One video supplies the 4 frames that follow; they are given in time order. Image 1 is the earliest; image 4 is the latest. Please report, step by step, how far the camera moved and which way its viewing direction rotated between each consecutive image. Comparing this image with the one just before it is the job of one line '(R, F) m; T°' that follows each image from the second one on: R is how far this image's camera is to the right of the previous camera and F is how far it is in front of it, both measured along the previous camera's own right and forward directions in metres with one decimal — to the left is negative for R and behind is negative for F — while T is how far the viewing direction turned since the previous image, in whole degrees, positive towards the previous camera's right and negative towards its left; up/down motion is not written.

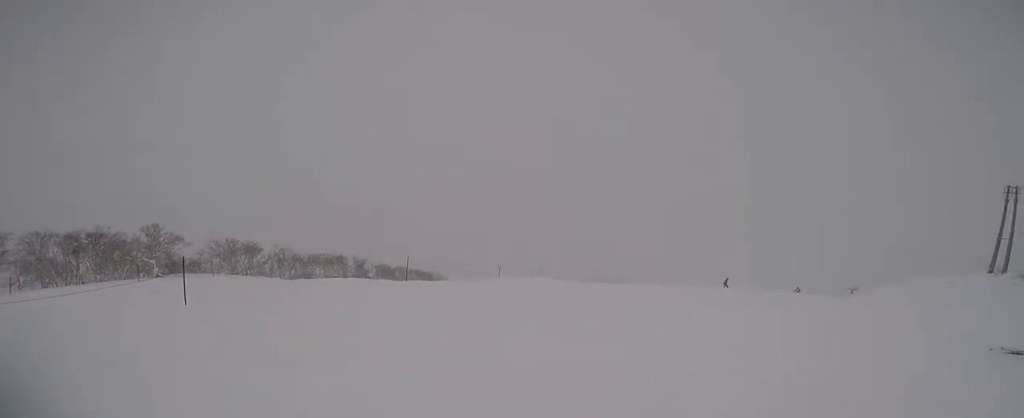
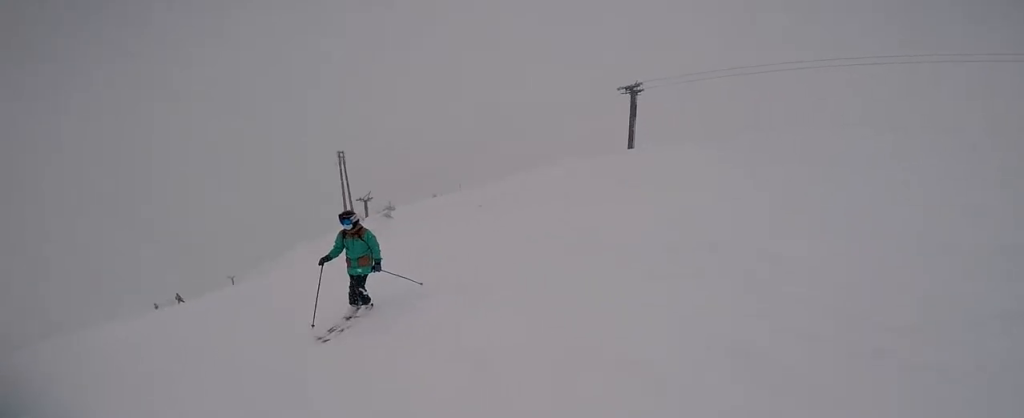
(+1.8, +4.9) m; +44°
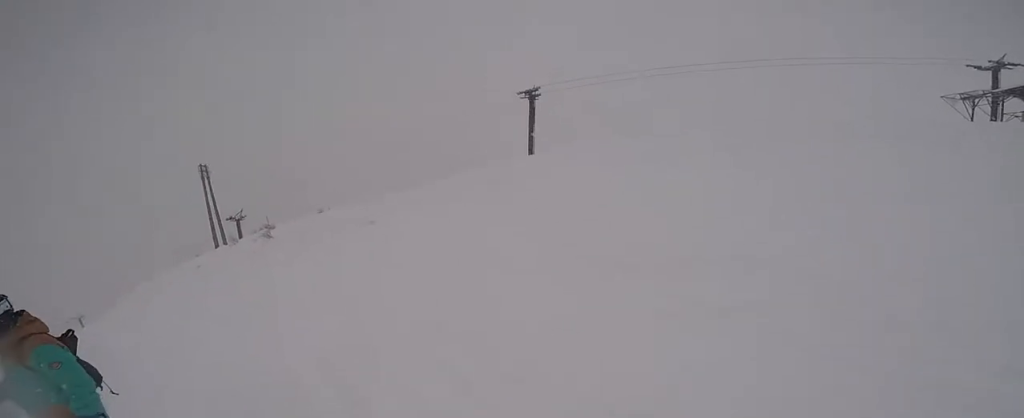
(+0.4, +2.0) m; -1°
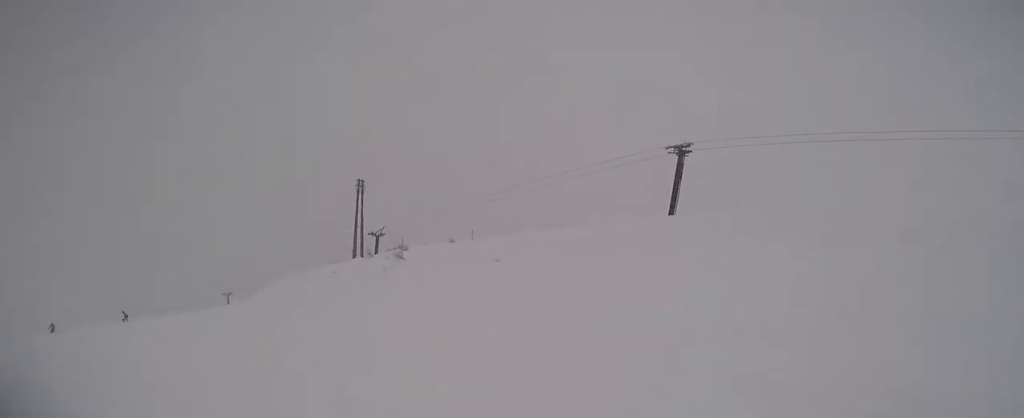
(-0.9, +2.8) m; -22°
